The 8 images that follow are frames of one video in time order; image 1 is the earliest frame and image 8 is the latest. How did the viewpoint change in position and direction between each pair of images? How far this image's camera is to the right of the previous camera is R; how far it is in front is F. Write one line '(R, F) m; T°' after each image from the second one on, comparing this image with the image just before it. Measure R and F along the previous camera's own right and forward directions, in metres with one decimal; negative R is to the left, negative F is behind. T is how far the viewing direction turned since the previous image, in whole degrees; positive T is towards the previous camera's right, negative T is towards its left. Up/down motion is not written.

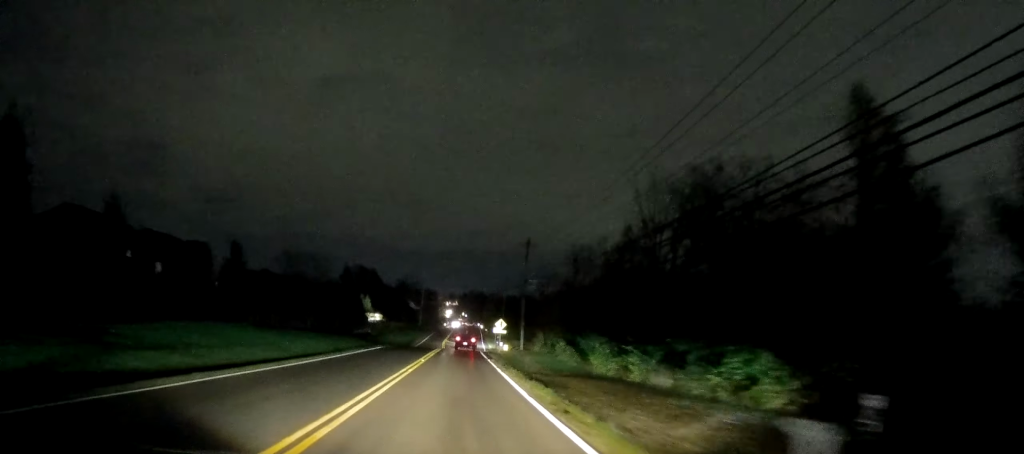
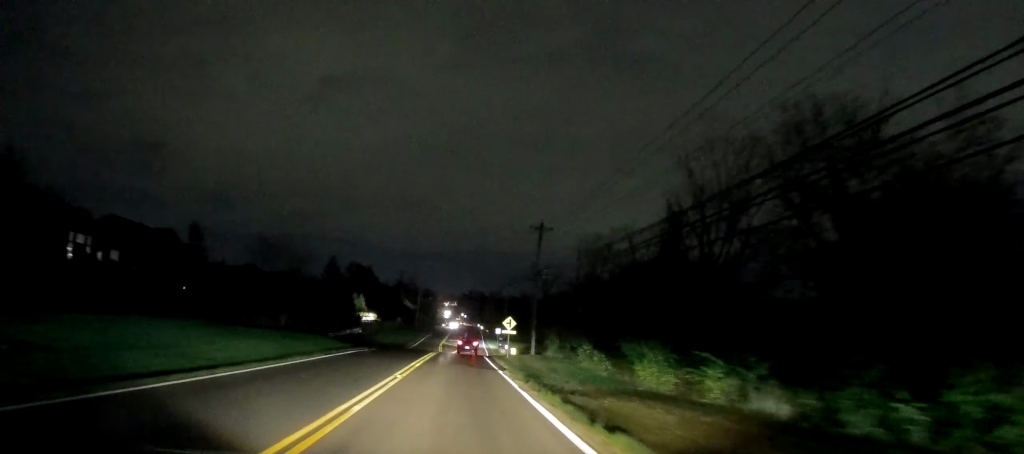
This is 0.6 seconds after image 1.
(-0.2, +10.1) m; -1°
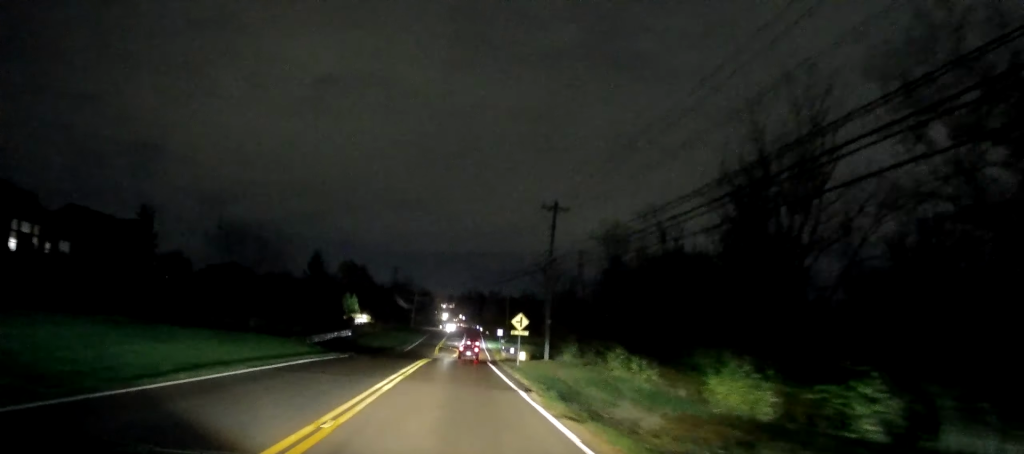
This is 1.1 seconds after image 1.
(0.0, +8.9) m; 0°
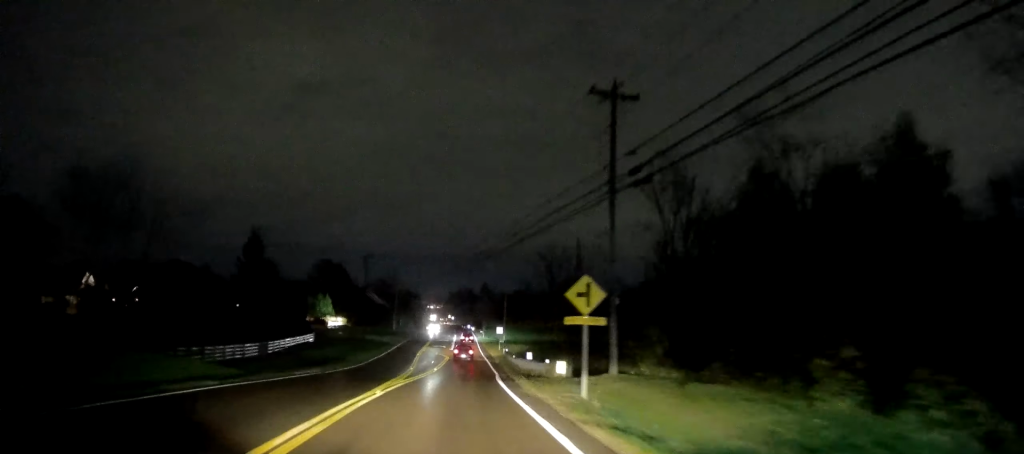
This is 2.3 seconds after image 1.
(+0.1, +21.2) m; +1°
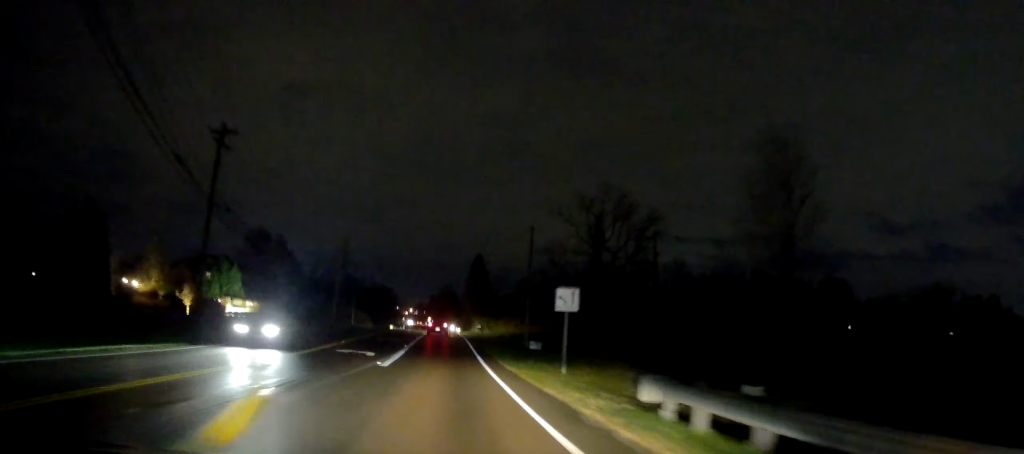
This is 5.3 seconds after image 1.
(+1.8, +53.8) m; +2°
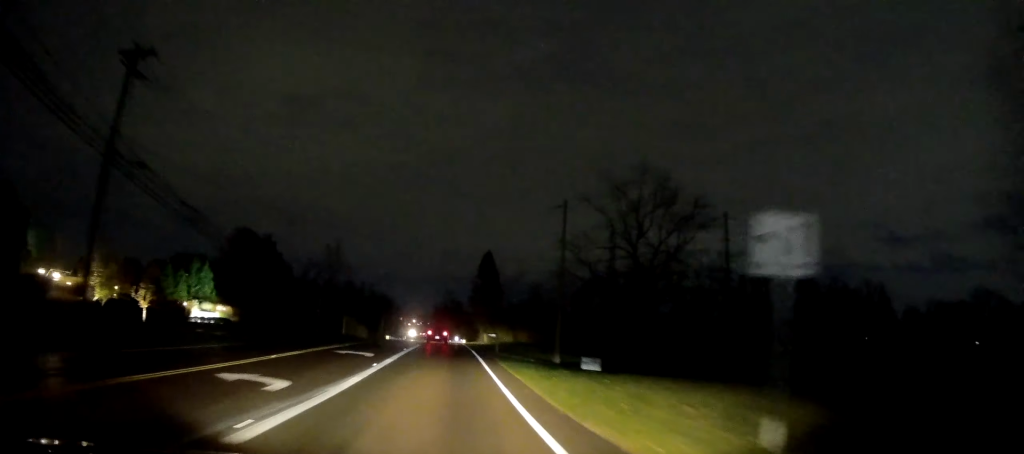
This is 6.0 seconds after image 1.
(-0.1, +13.3) m; 0°
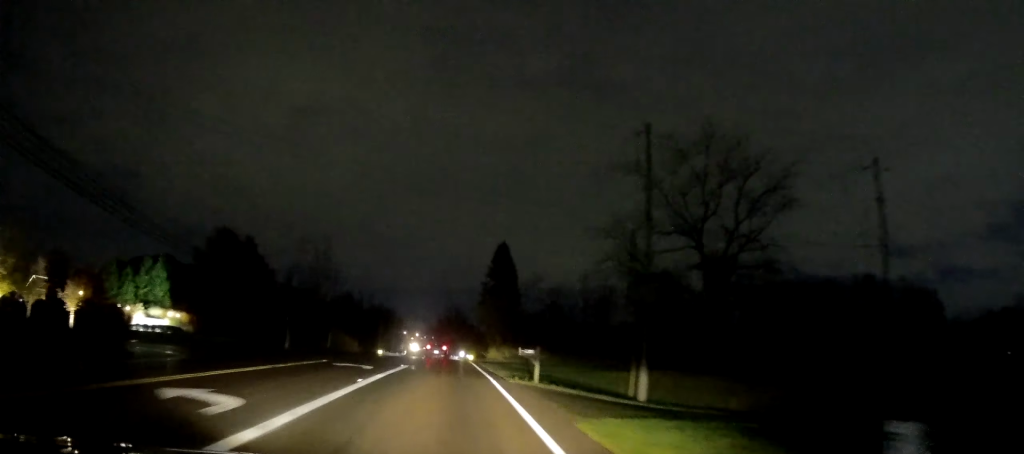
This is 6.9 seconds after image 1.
(0.0, +15.7) m; 0°
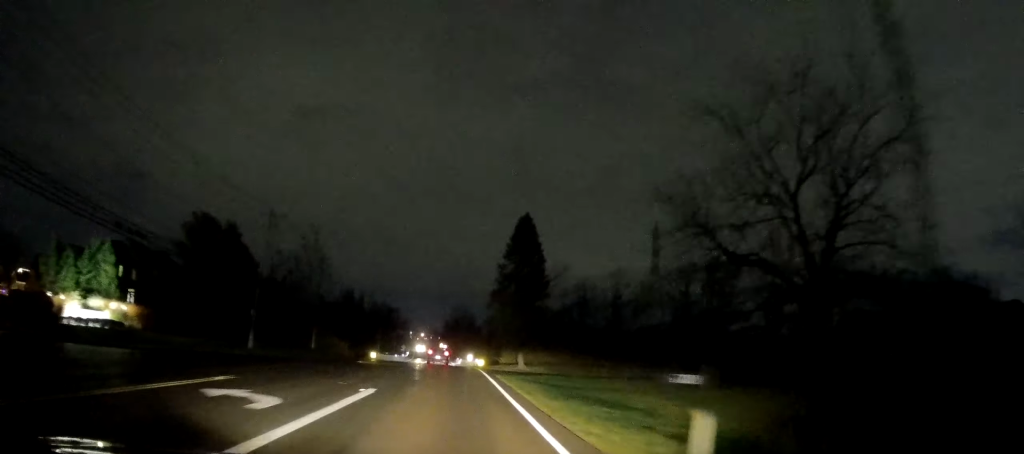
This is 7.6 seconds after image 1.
(+0.1, +13.2) m; 0°
